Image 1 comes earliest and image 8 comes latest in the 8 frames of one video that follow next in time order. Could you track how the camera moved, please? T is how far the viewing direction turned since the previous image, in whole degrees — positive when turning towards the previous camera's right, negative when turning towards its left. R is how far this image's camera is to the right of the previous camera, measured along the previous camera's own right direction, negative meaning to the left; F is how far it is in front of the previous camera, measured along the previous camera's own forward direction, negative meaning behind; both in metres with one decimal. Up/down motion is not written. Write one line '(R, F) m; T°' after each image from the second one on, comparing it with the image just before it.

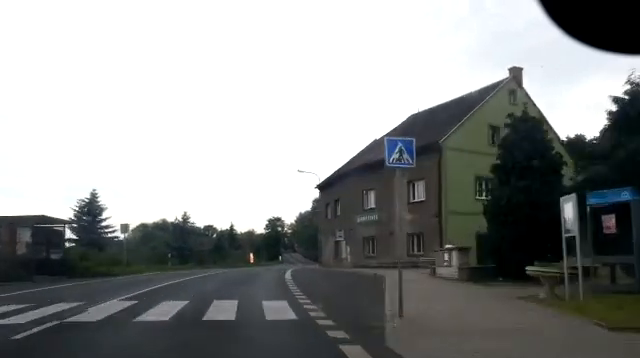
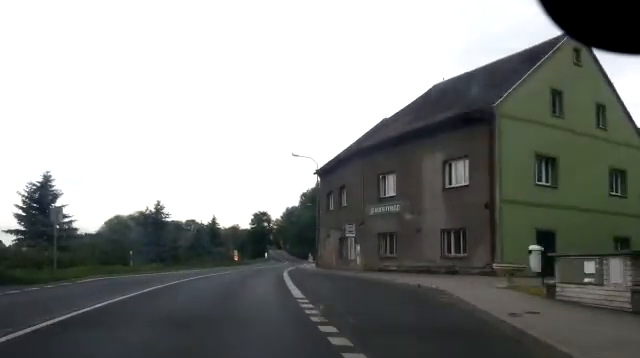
(0.0, +7.7) m; +2°
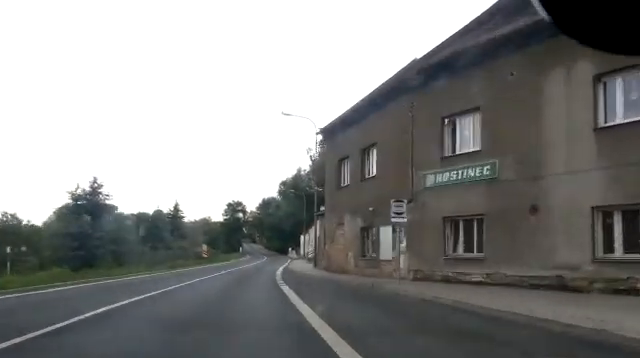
(+0.5, +12.2) m; +3°
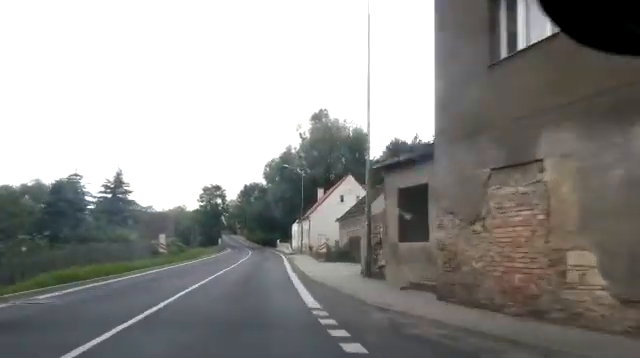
(+0.2, +16.7) m; +3°
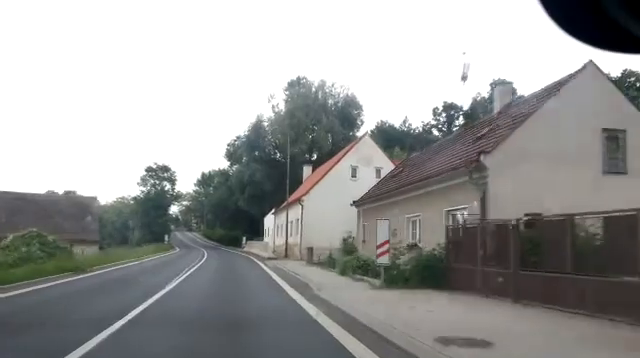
(+1.0, +21.2) m; +4°
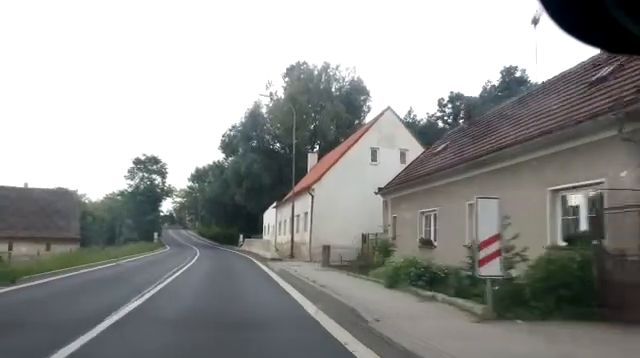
(-0.1, +6.1) m; +1°
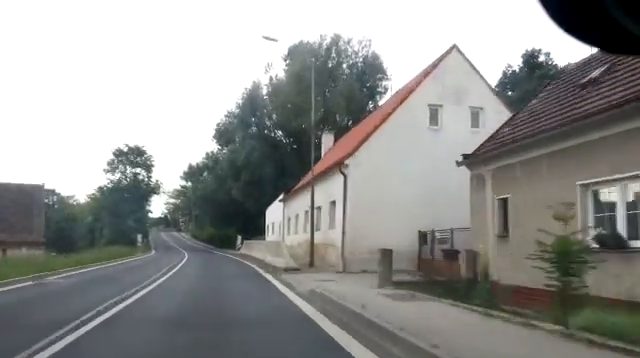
(+0.2, +9.3) m; +1°
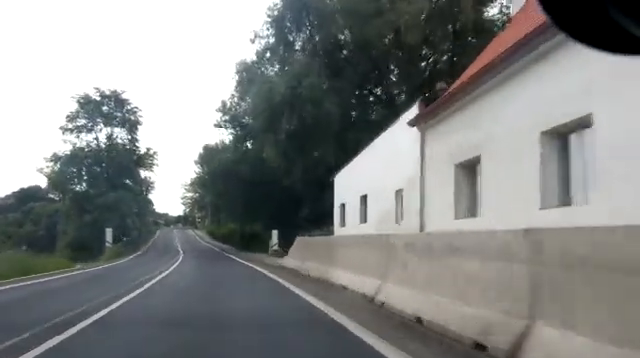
(0.0, +23.3) m; 0°
